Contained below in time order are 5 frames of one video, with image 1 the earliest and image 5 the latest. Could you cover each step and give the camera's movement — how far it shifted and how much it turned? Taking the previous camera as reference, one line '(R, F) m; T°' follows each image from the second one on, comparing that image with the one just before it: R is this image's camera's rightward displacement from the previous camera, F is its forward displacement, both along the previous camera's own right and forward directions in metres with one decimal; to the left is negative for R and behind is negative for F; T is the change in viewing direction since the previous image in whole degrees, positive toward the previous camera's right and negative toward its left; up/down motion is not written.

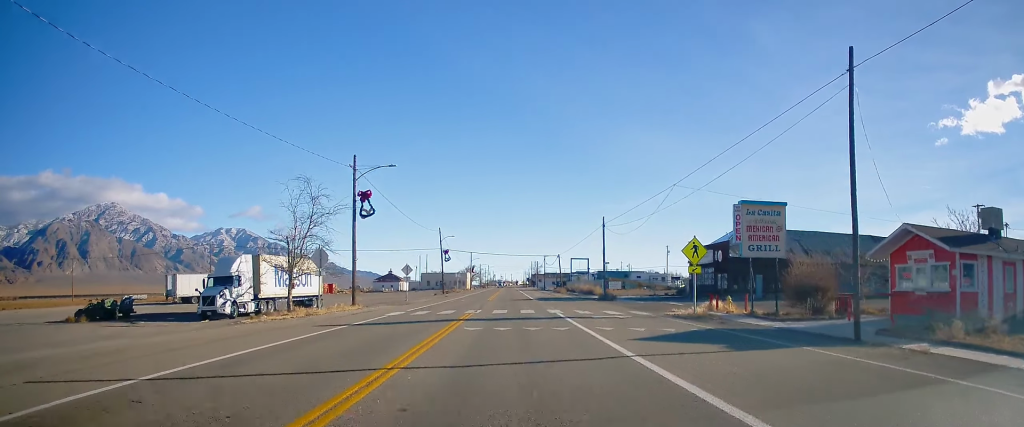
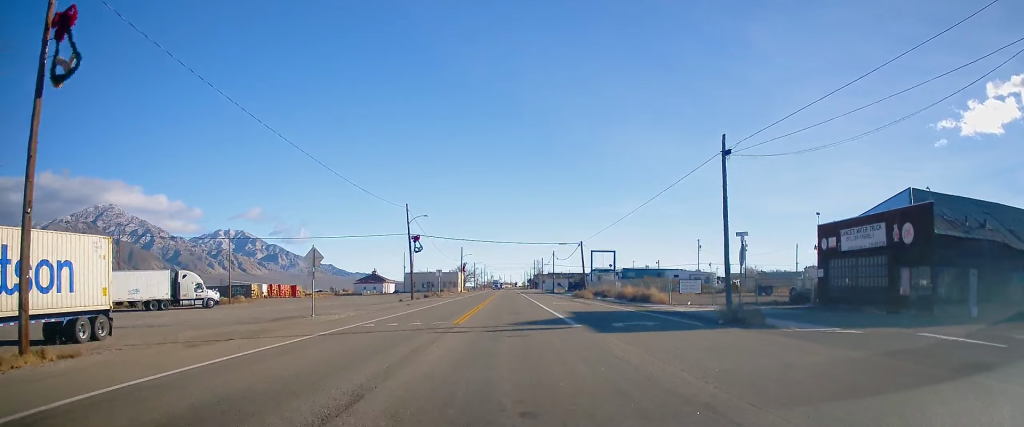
(+0.1, +29.3) m; 0°
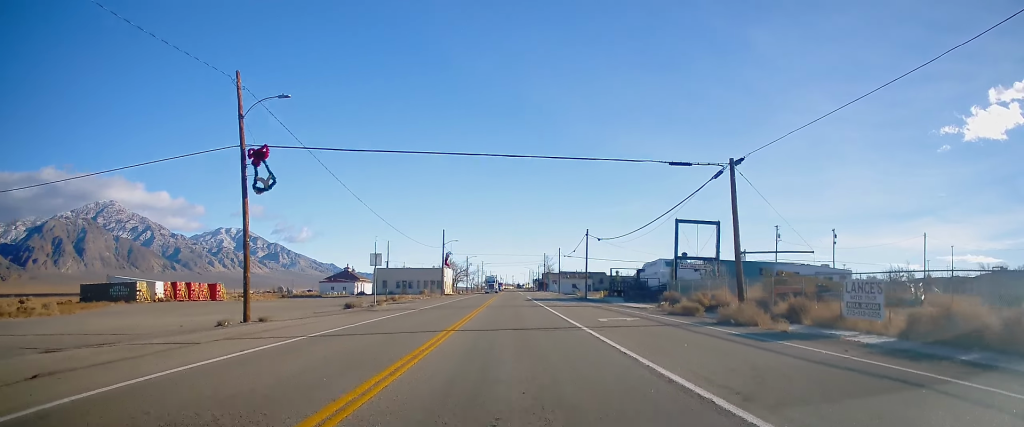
(-0.1, +42.2) m; 0°
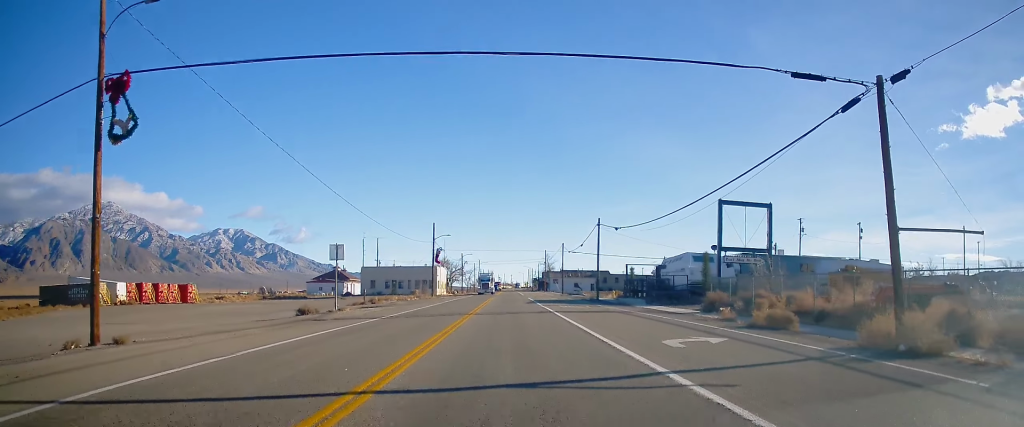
(+0.2, +9.6) m; -1°
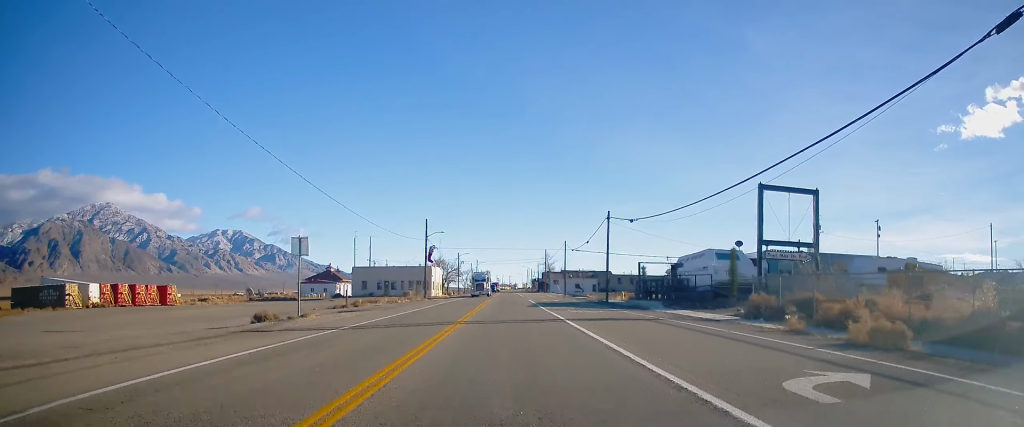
(-0.3, +6.0) m; 0°
